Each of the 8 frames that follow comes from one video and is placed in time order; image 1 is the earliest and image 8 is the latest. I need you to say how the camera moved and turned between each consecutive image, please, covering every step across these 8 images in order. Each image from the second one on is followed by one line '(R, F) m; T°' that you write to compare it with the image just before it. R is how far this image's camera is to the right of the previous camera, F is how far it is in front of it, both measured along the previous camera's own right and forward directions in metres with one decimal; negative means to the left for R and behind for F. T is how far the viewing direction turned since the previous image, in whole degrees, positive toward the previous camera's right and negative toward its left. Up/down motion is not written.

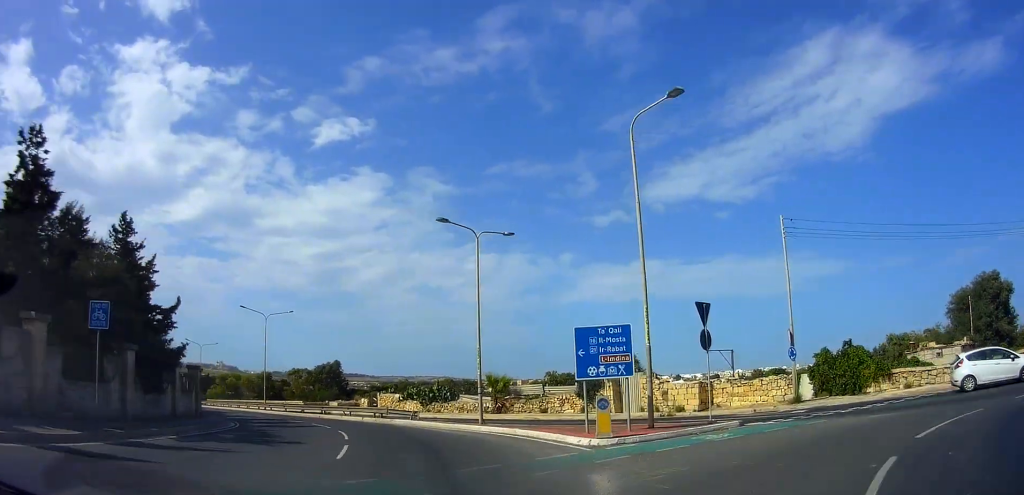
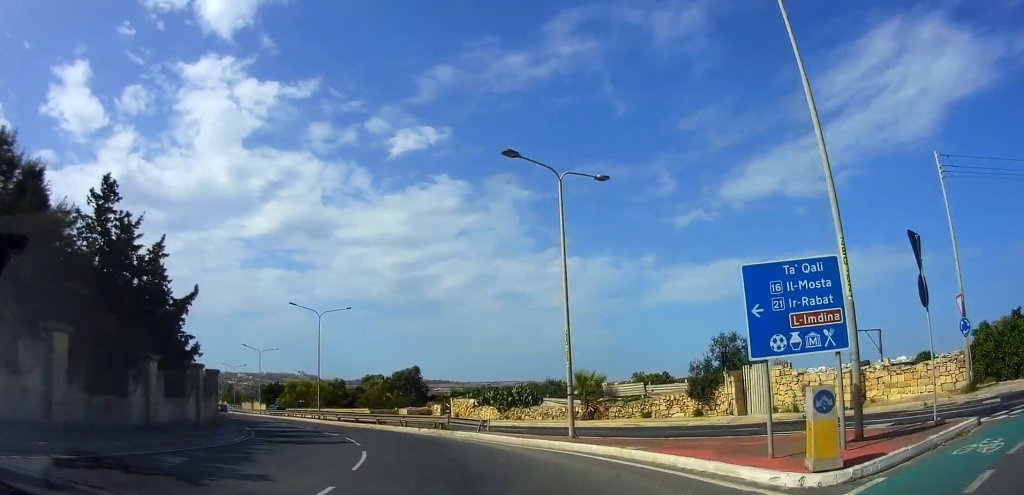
(+0.2, +6.7) m; -6°
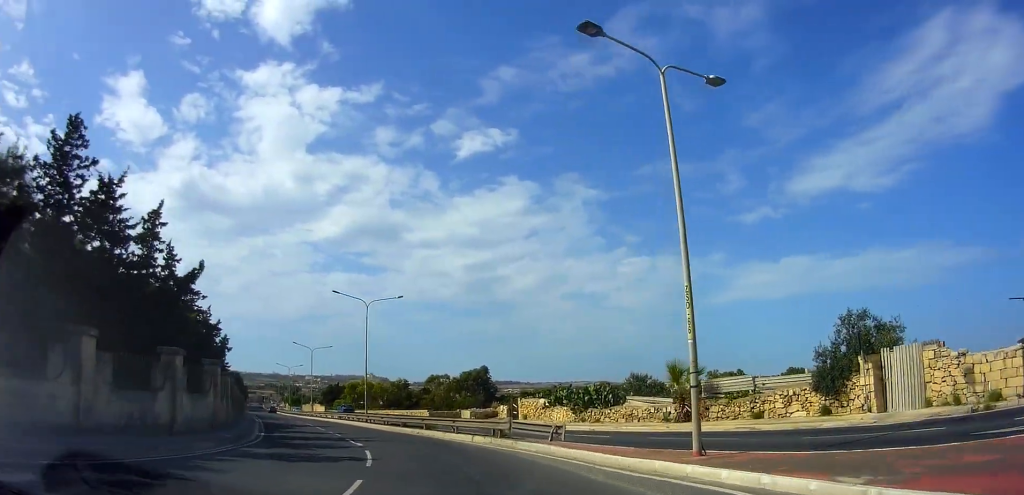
(-0.4, +5.4) m; -8°
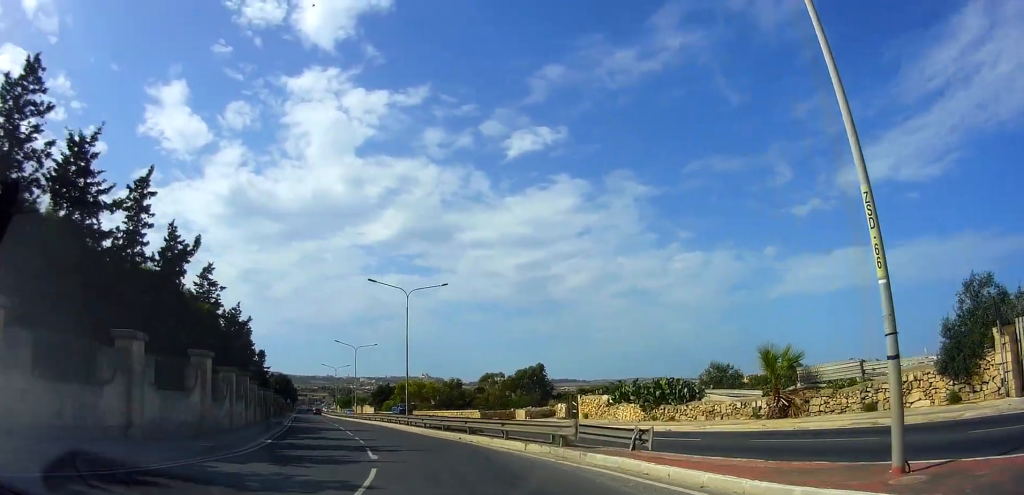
(-0.4, +4.1) m; -6°
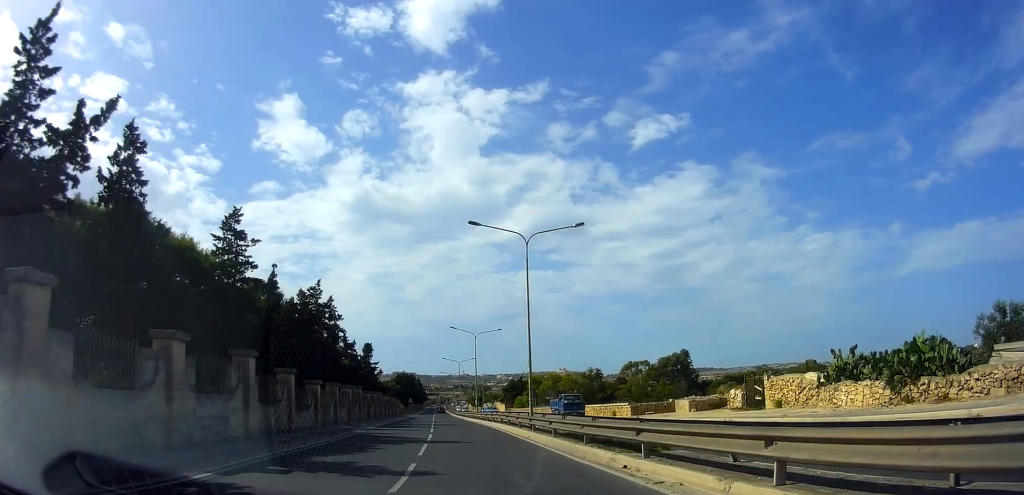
(-0.6, +10.6) m; -10°
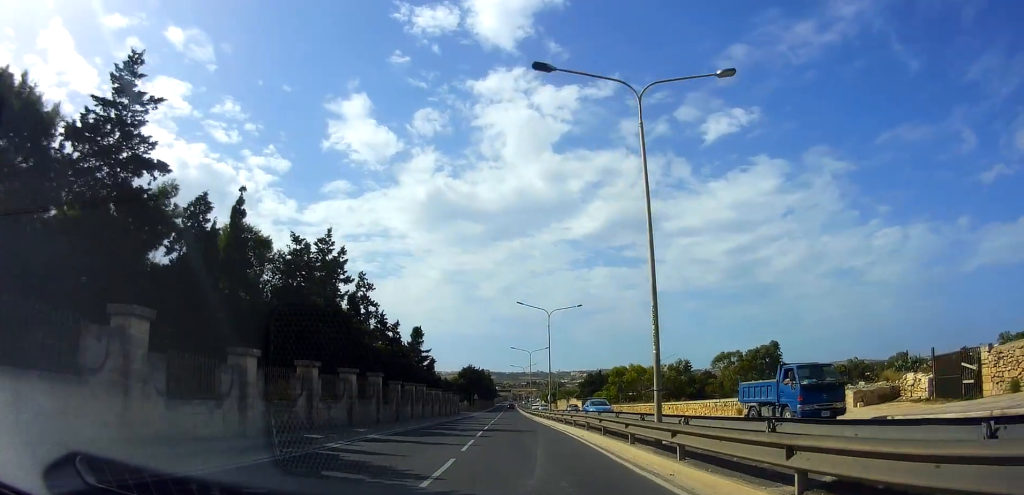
(-1.3, +11.2) m; -10°
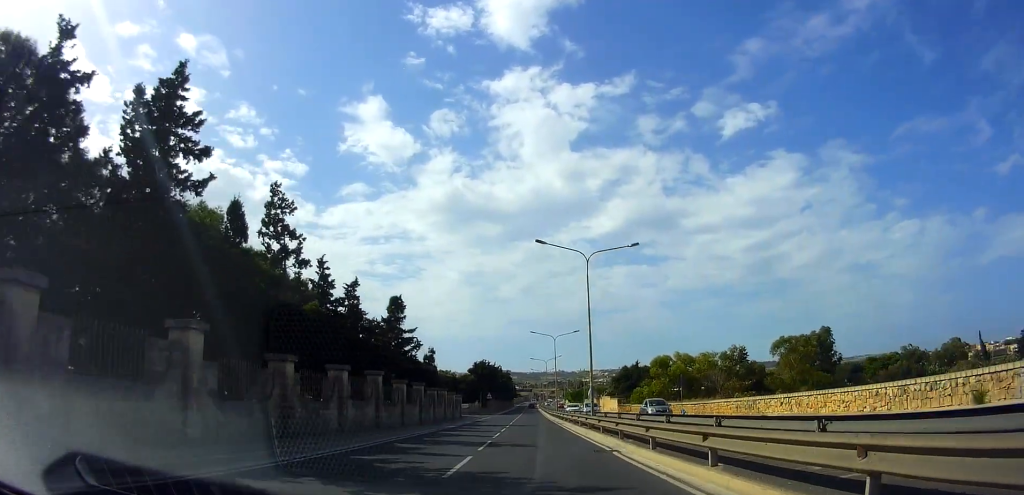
(-0.5, +16.0) m; -1°
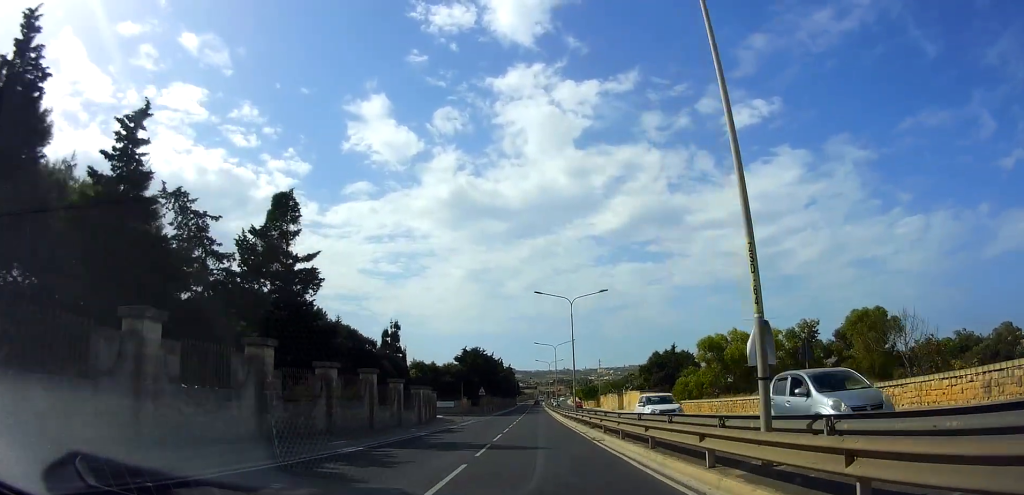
(-0.5, +19.3) m; -4°
